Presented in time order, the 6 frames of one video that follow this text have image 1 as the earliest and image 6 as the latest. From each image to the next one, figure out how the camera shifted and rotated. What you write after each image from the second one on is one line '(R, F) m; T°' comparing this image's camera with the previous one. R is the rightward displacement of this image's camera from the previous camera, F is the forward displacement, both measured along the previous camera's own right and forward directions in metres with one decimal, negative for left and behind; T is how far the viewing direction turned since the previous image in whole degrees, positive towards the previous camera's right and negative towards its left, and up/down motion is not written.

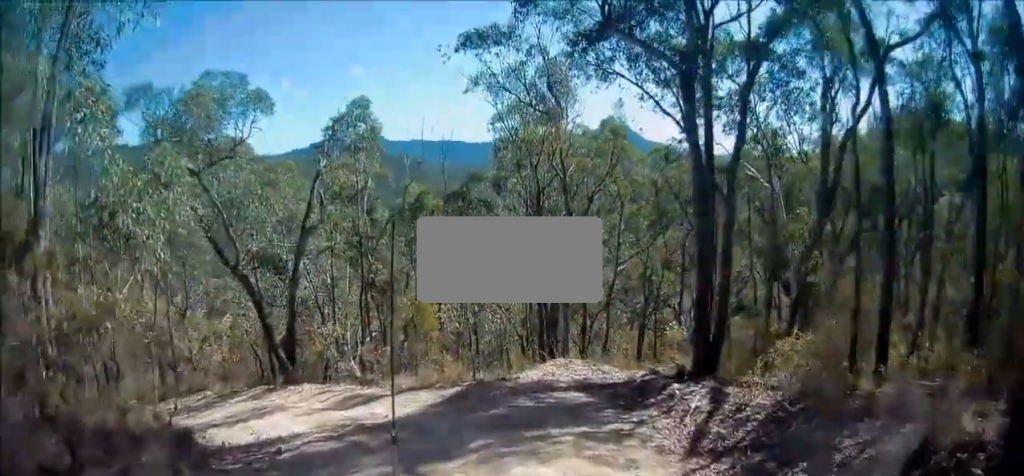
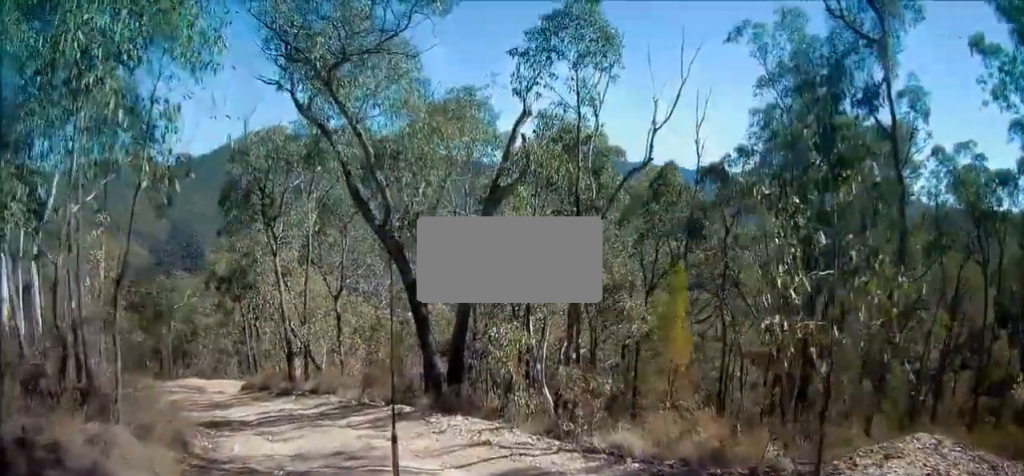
(-0.9, +6.3) m; -14°
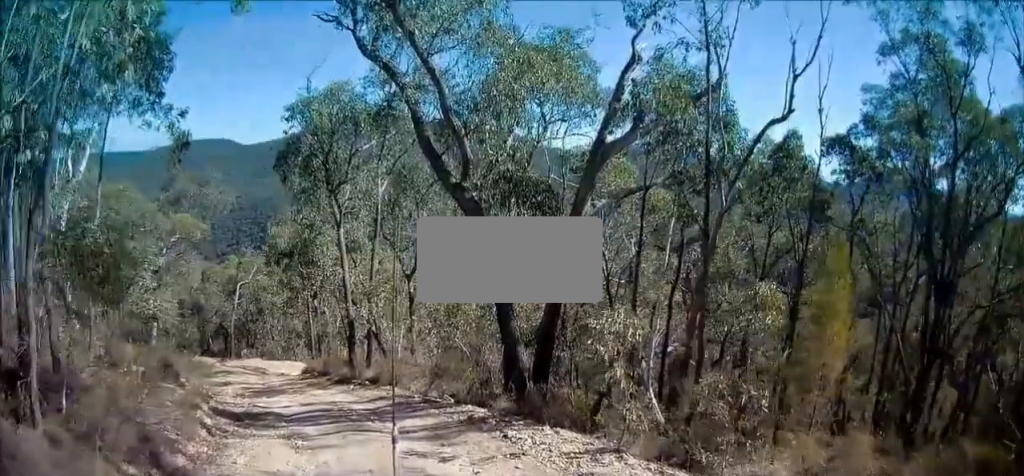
(+0.1, +2.6) m; -2°
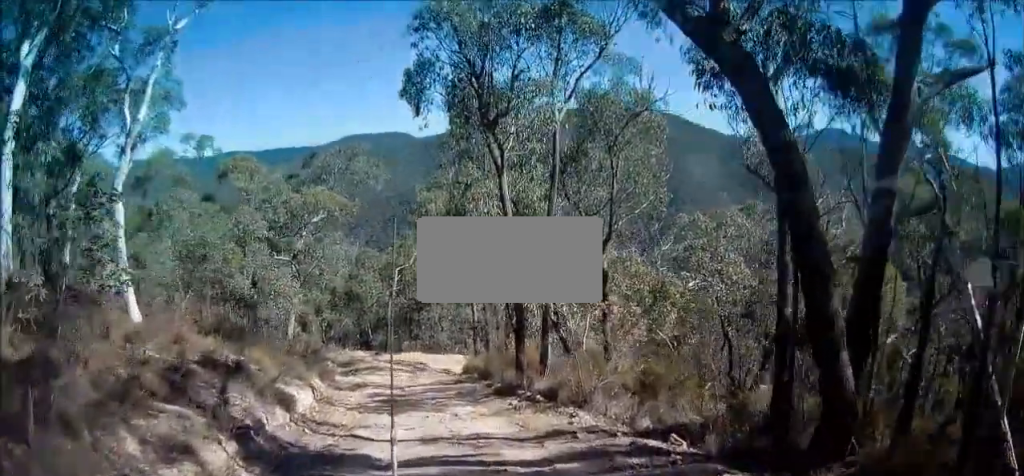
(-1.1, +5.5) m; -20°
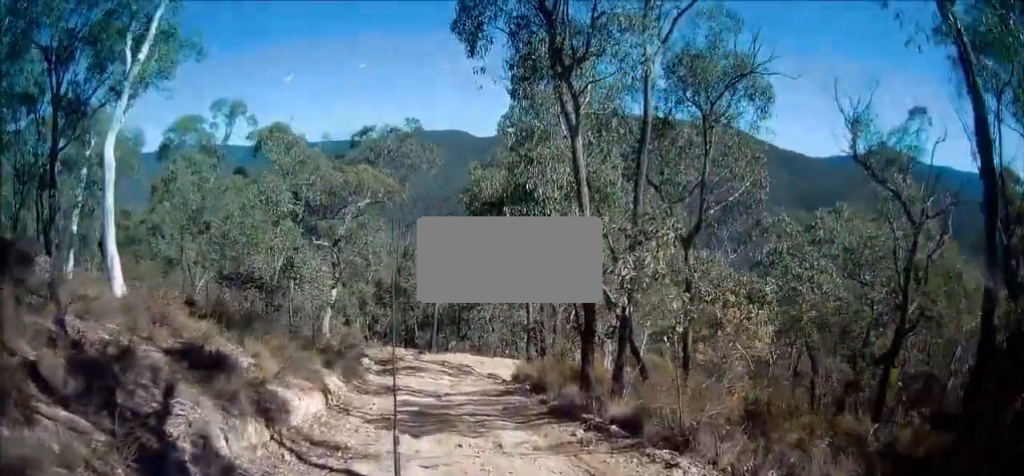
(-0.1, +3.0) m; -10°
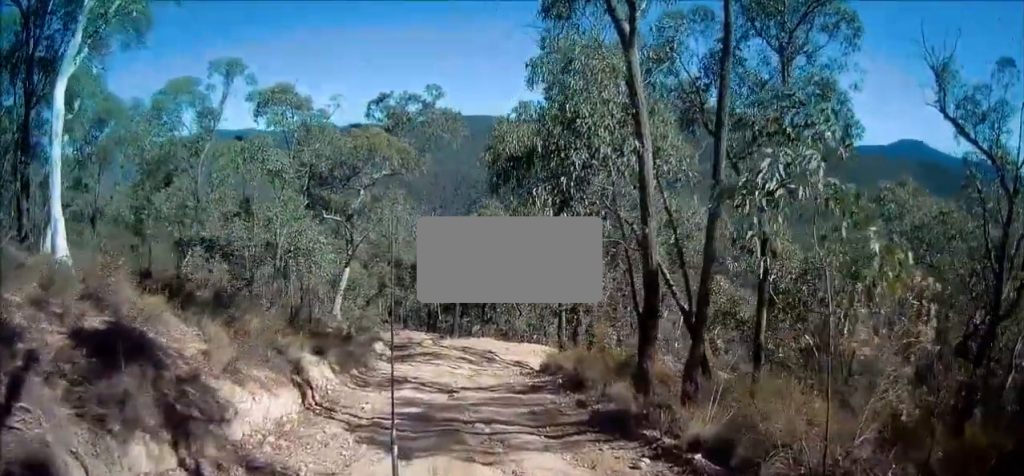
(-0.4, +2.7) m; -10°
